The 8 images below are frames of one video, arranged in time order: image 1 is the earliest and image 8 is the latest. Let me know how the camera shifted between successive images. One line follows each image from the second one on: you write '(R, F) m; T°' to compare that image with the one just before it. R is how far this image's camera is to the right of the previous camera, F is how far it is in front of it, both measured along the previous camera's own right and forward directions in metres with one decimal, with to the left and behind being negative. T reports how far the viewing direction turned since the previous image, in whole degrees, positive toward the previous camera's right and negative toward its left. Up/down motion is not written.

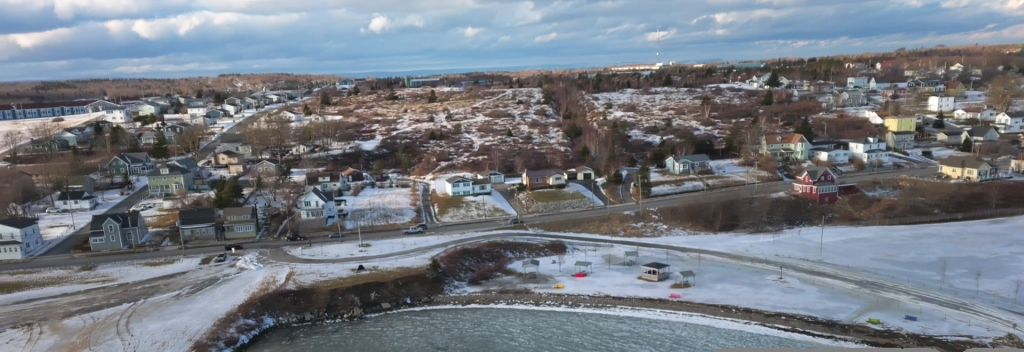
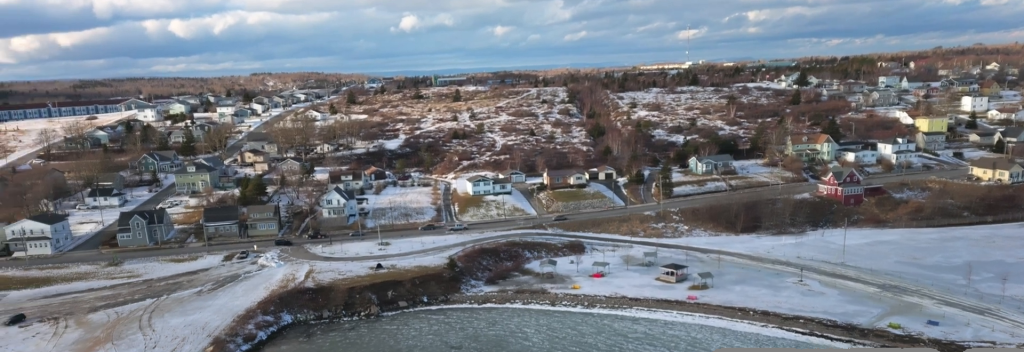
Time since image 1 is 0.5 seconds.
(0.0, +2.2) m; -5°
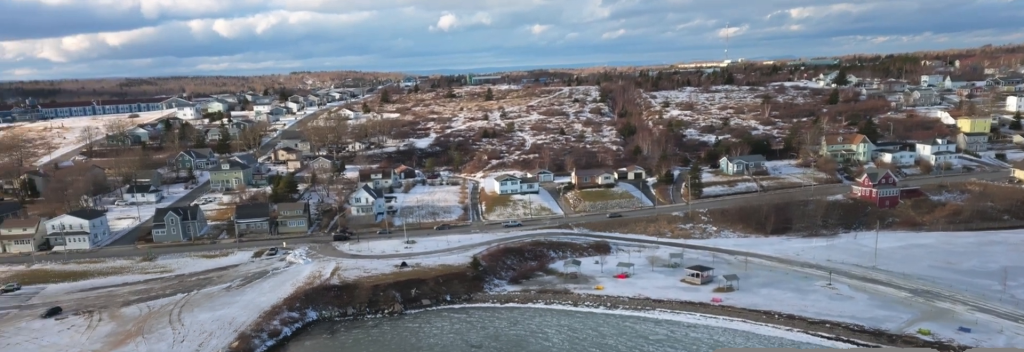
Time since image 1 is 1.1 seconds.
(-0.2, +2.5) m; -9°
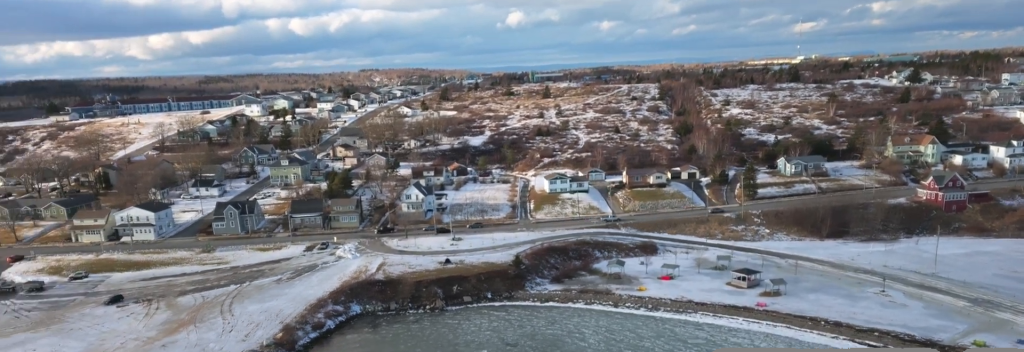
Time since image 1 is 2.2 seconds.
(-0.8, +4.6) m; -18°
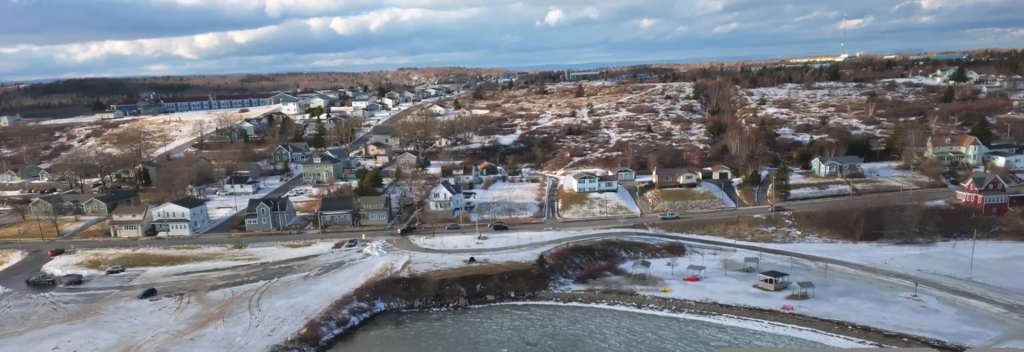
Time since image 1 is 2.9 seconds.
(-0.2, +2.9) m; -9°
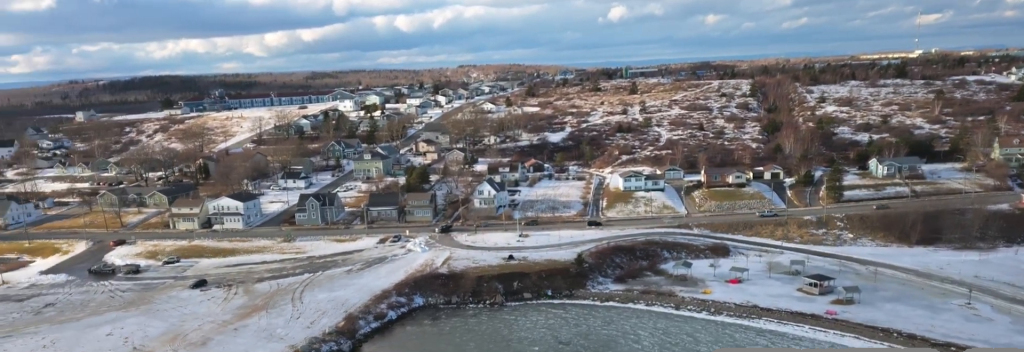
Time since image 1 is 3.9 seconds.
(-0.5, +5.4) m; -10°
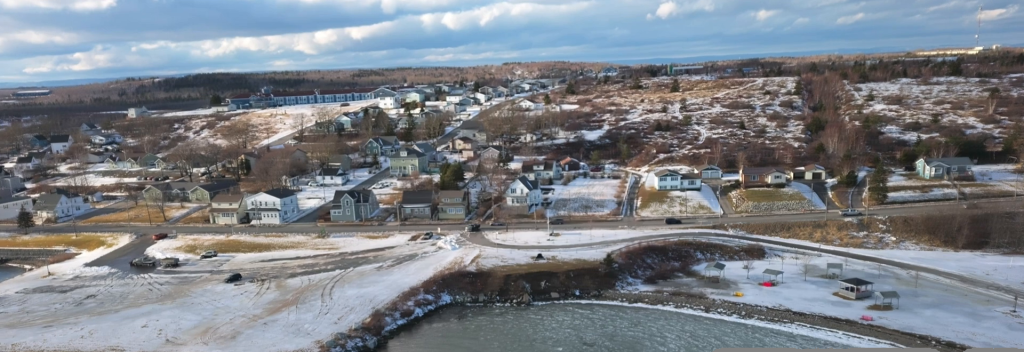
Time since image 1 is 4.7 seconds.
(-0.2, +4.9) m; -6°
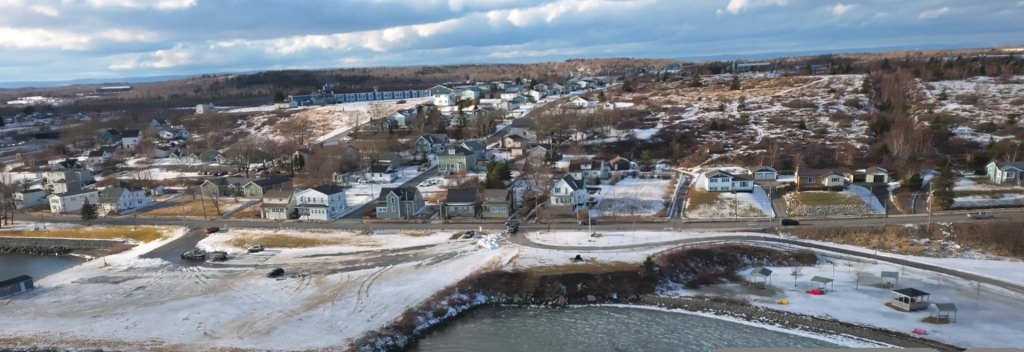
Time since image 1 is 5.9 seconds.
(-0.4, +6.9) m; -6°
